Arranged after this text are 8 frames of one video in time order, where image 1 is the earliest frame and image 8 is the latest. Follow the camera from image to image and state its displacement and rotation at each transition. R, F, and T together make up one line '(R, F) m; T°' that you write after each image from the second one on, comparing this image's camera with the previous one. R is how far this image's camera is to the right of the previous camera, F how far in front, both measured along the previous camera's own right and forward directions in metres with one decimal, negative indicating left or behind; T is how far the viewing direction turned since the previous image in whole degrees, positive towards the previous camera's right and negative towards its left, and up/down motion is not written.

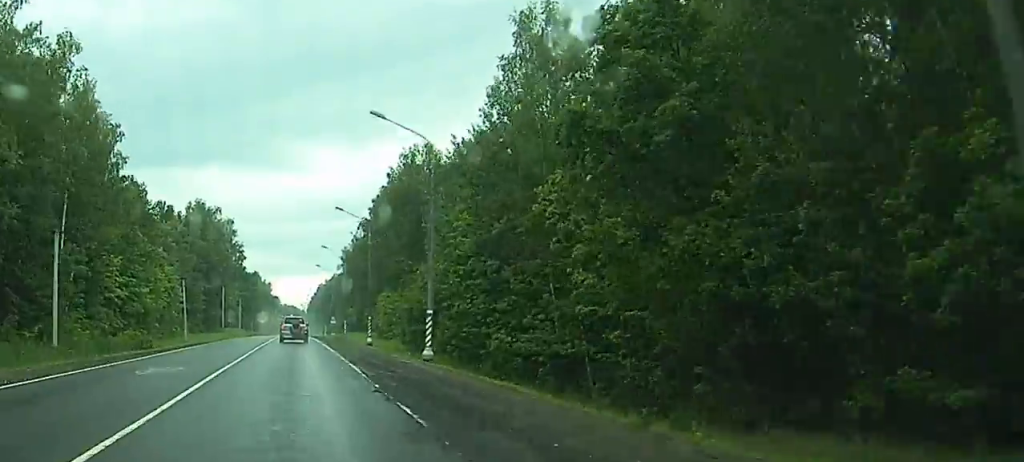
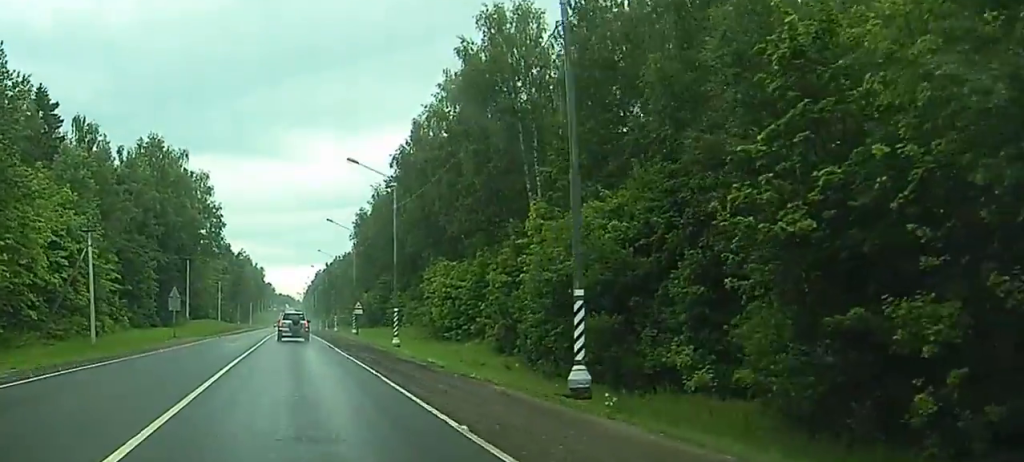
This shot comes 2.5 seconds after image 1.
(-0.1, +53.1) m; 0°
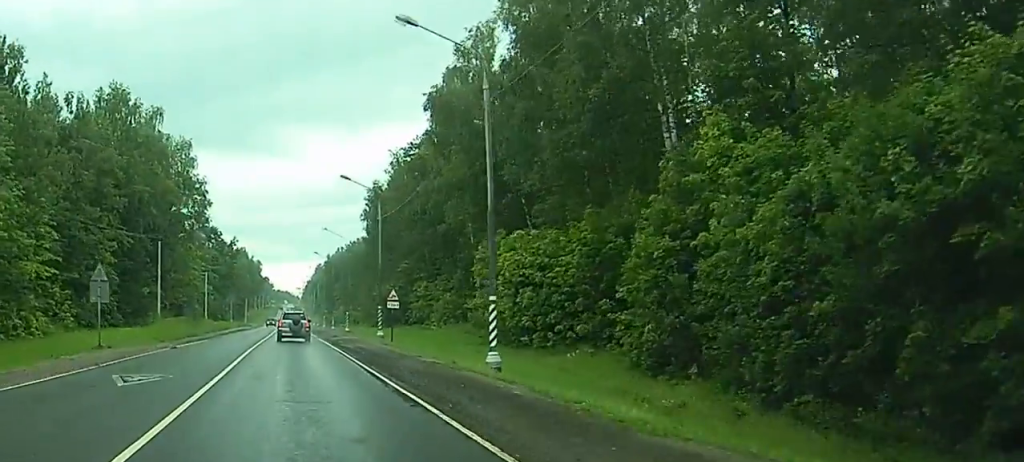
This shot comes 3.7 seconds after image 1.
(0.0, +25.3) m; 0°
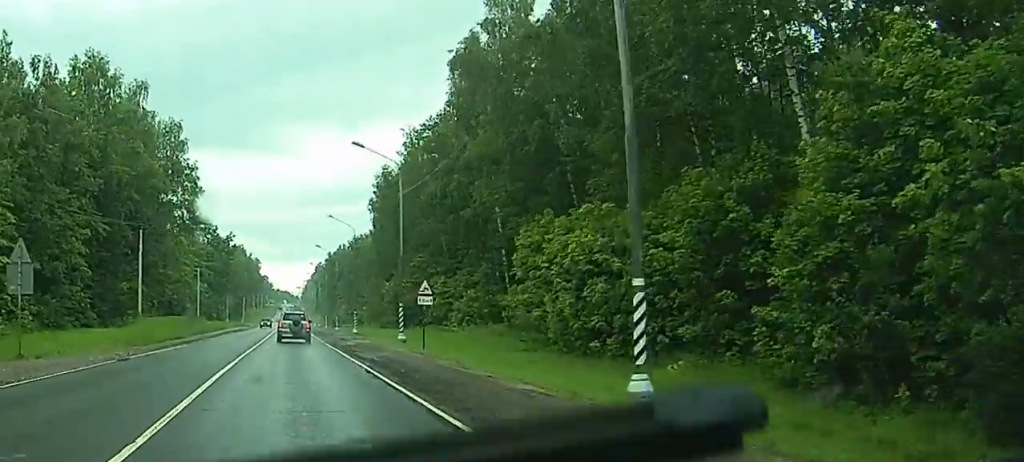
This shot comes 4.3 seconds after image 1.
(0.0, +11.8) m; 0°
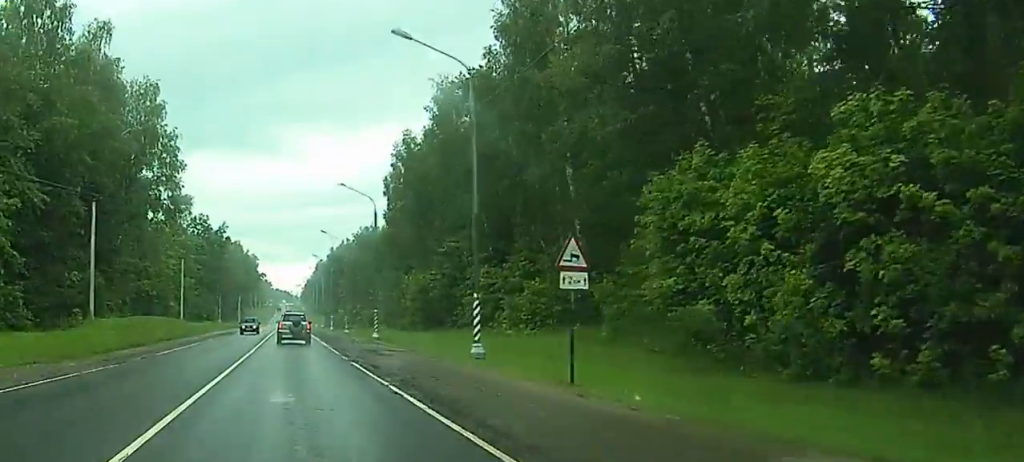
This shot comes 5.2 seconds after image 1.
(+0.1, +20.0) m; 0°
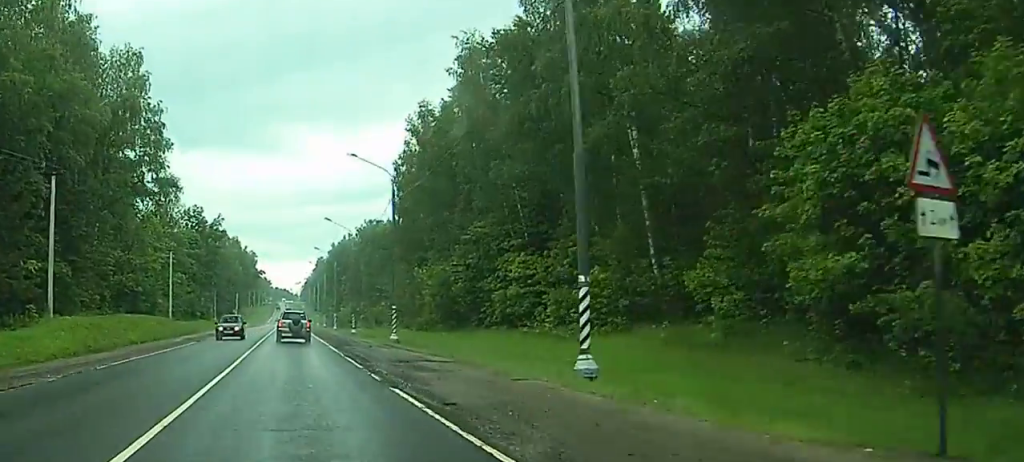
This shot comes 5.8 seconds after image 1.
(+0.1, +10.9) m; 0°
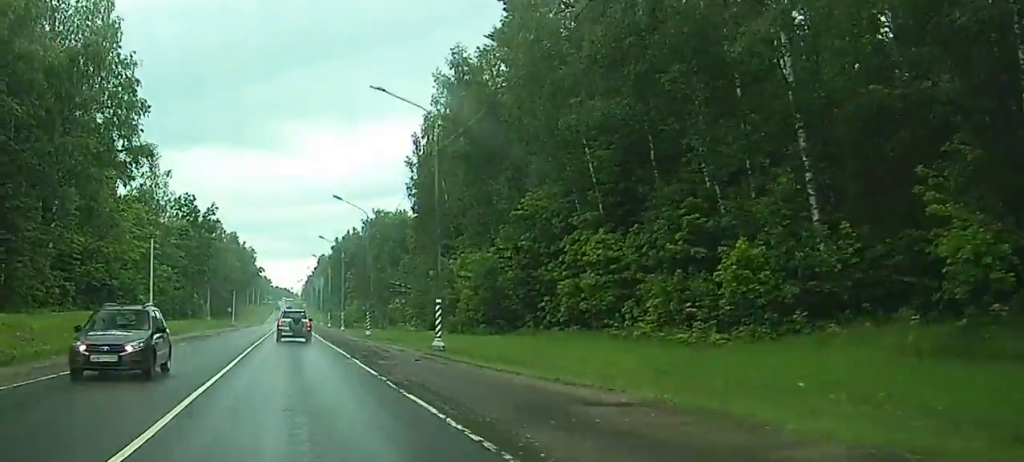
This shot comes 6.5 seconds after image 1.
(0.0, +15.0) m; 0°
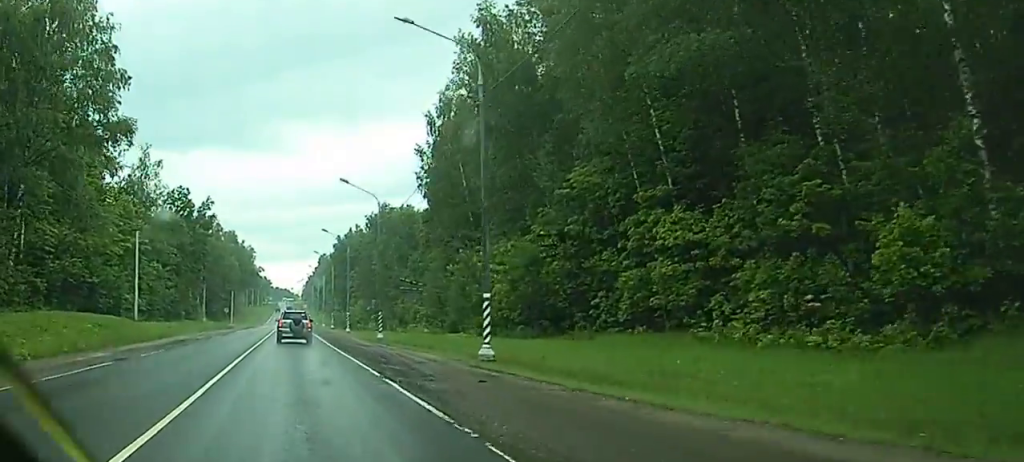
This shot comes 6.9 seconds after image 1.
(0.0, +8.8) m; 0°
